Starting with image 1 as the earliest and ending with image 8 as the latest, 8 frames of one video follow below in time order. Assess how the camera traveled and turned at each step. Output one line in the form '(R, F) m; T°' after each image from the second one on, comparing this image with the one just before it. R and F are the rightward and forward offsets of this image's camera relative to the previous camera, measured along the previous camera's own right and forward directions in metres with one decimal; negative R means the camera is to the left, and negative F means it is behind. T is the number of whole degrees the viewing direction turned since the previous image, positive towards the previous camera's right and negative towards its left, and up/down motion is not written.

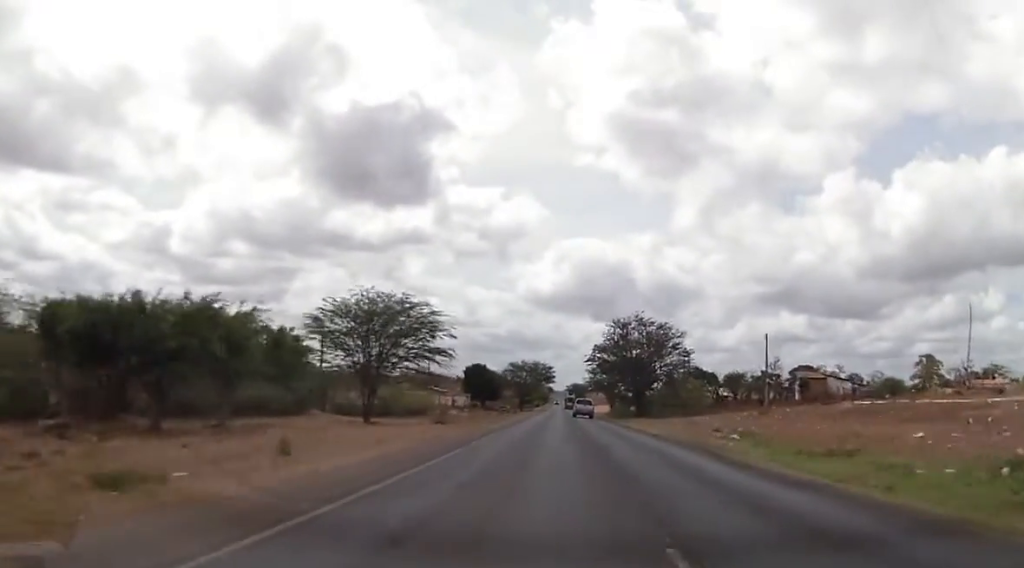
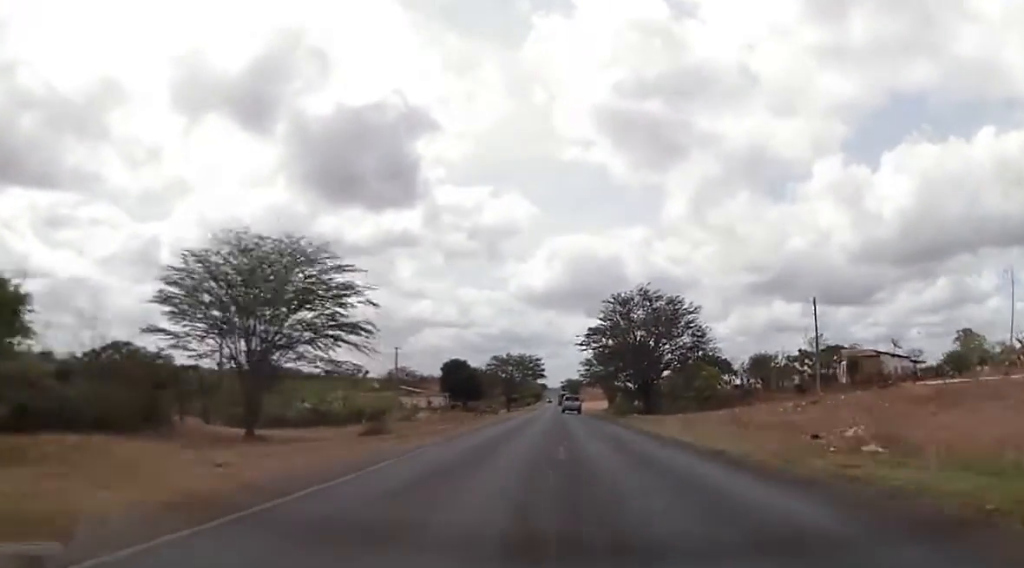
(+0.1, +18.1) m; +1°
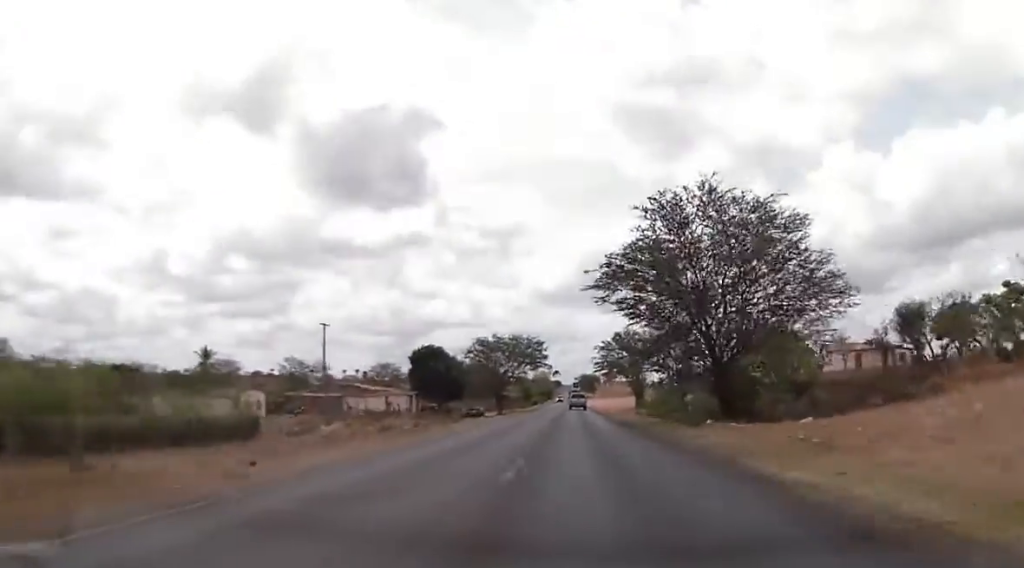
(+0.8, +35.4) m; +1°
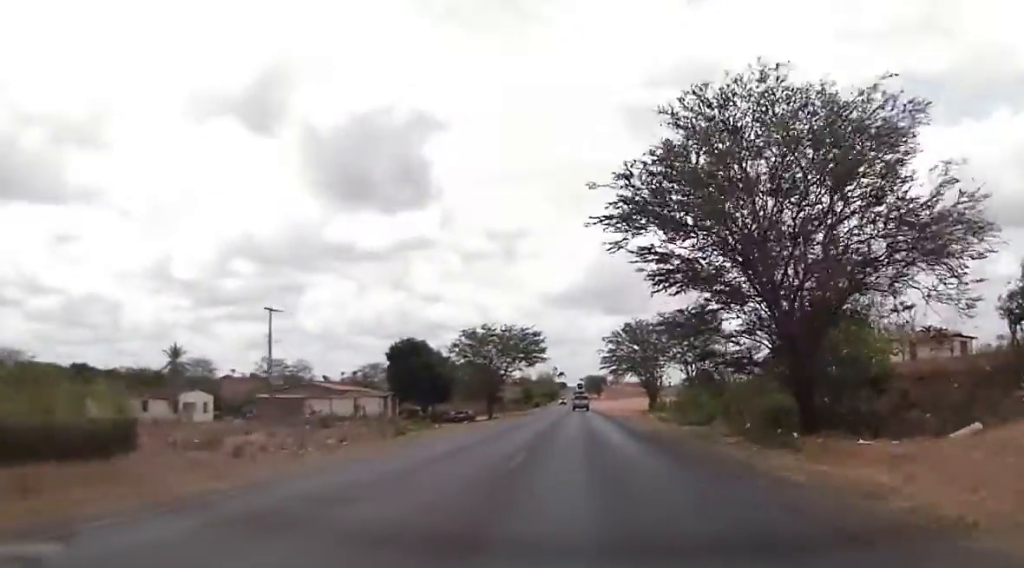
(-0.2, +14.6) m; -1°
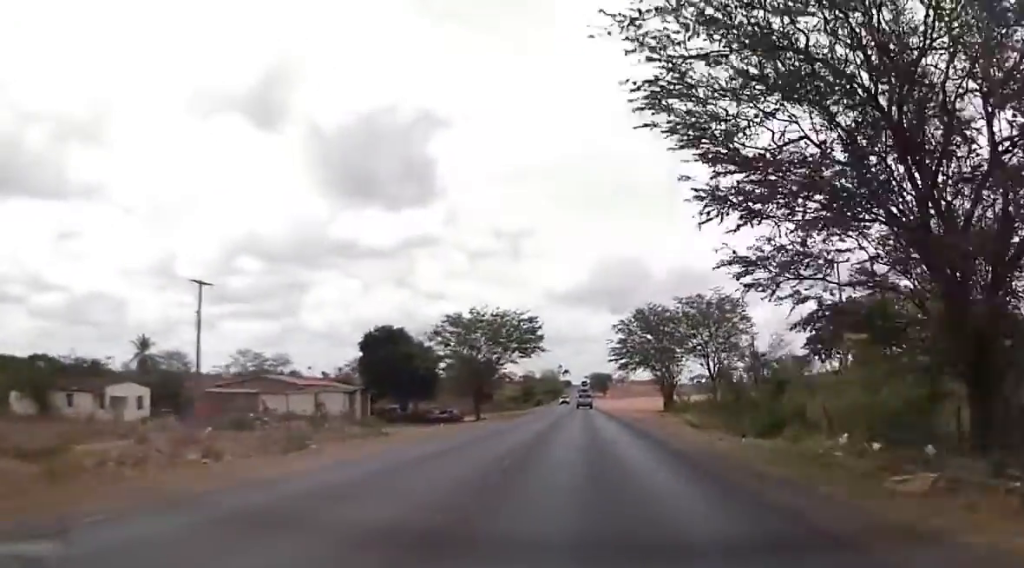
(0.0, +12.8) m; -1°
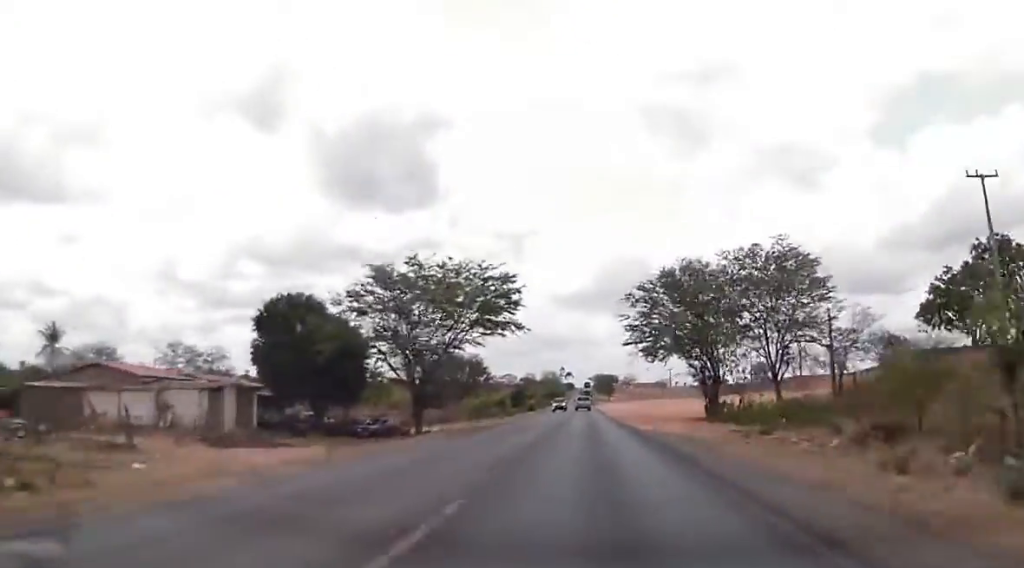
(-0.2, +24.8) m; 0°
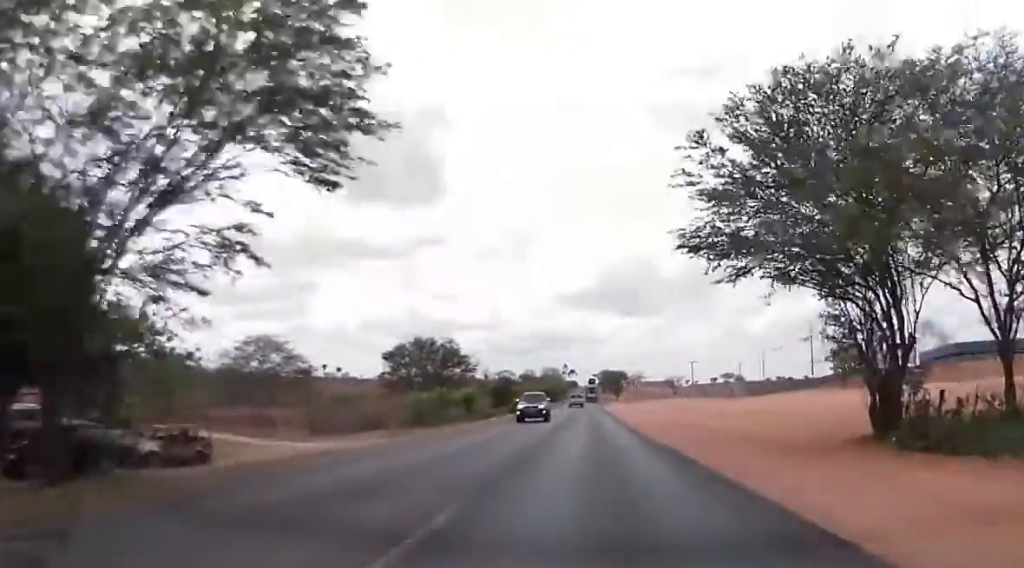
(+0.1, +31.7) m; -1°
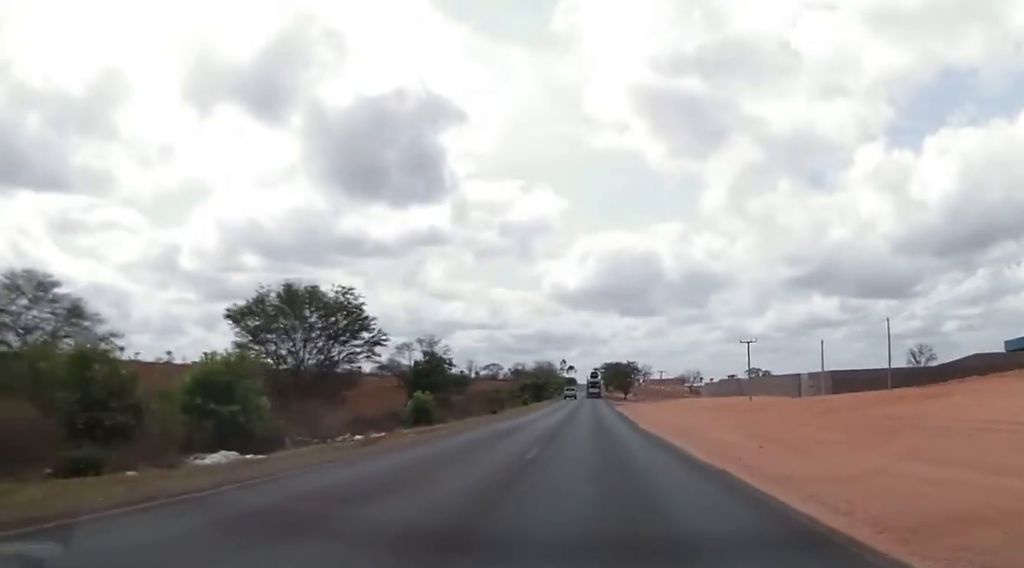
(-0.6, +53.0) m; 0°
